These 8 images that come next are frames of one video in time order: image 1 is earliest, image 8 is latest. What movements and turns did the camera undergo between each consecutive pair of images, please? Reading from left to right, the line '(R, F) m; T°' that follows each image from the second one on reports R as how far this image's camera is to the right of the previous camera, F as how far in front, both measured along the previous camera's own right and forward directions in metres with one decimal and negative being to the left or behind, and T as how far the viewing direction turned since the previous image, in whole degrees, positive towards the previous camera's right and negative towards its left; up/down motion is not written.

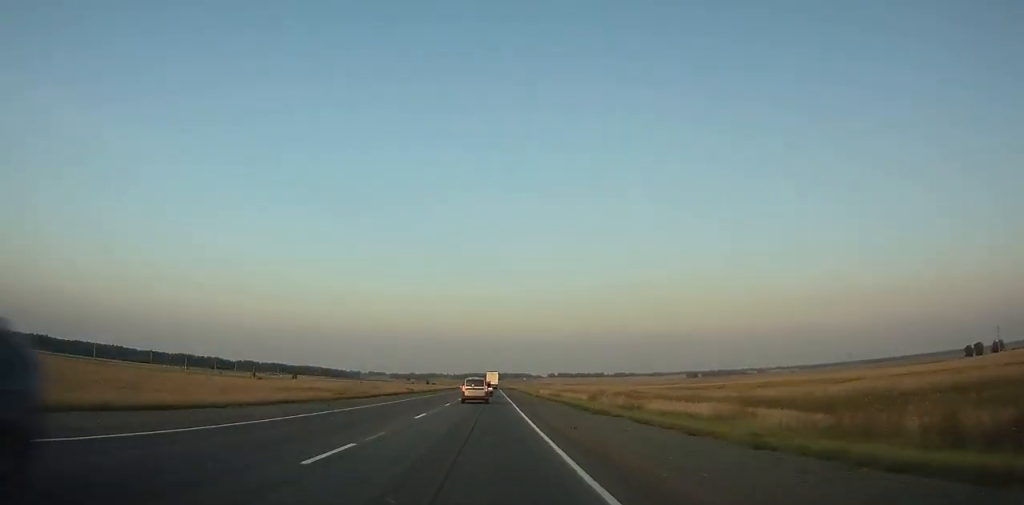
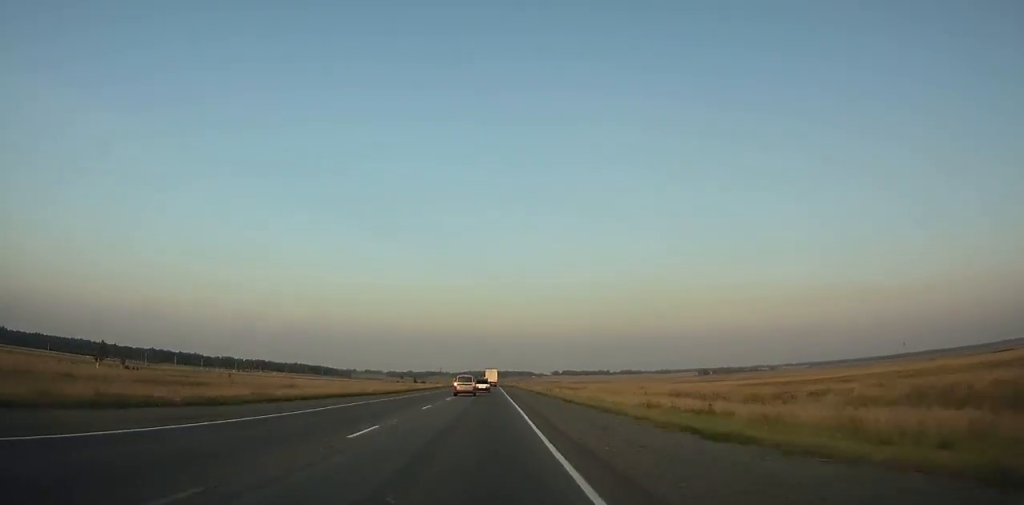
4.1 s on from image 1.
(0.0, +93.2) m; 0°
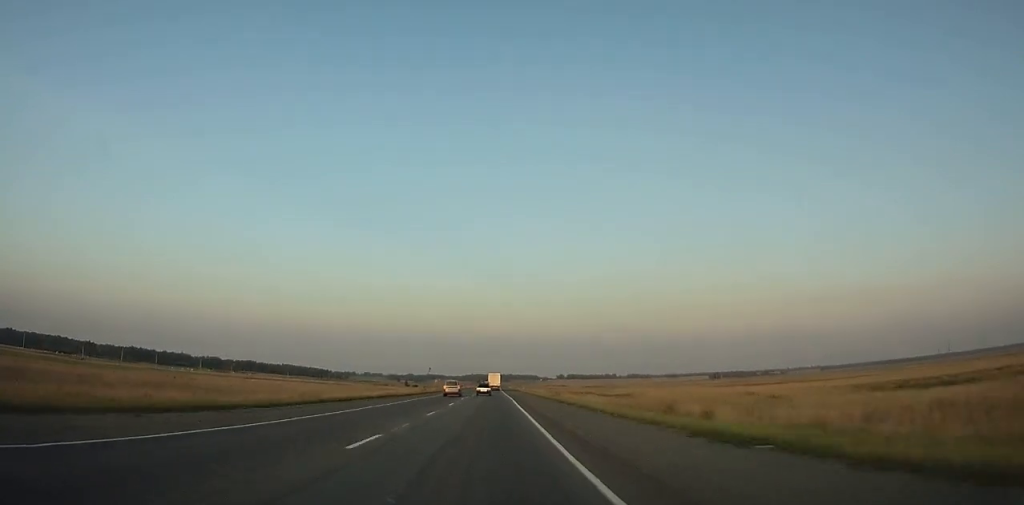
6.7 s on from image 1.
(0.0, +60.2) m; 0°
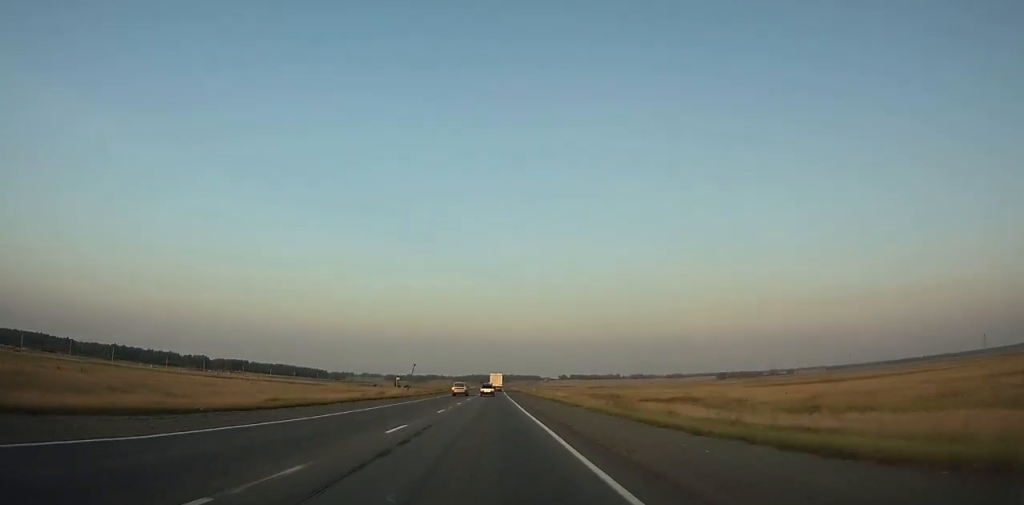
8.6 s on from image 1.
(0.0, +44.9) m; 0°
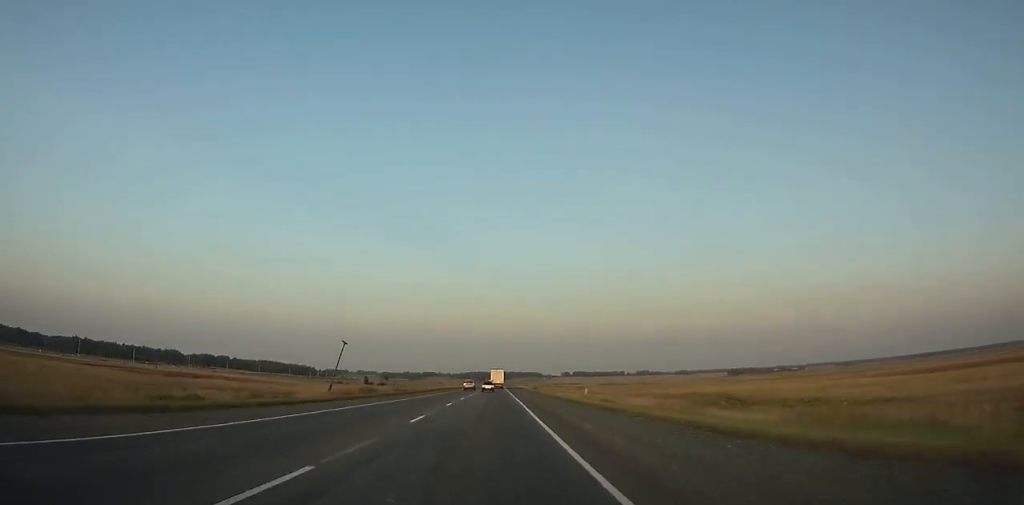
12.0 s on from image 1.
(0.0, +81.9) m; 0°
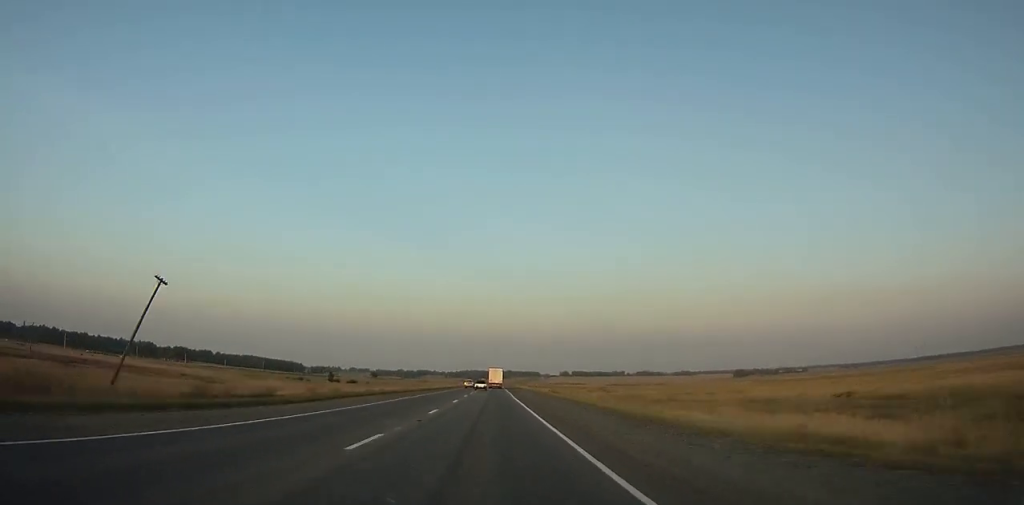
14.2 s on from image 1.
(-0.1, +54.4) m; 0°
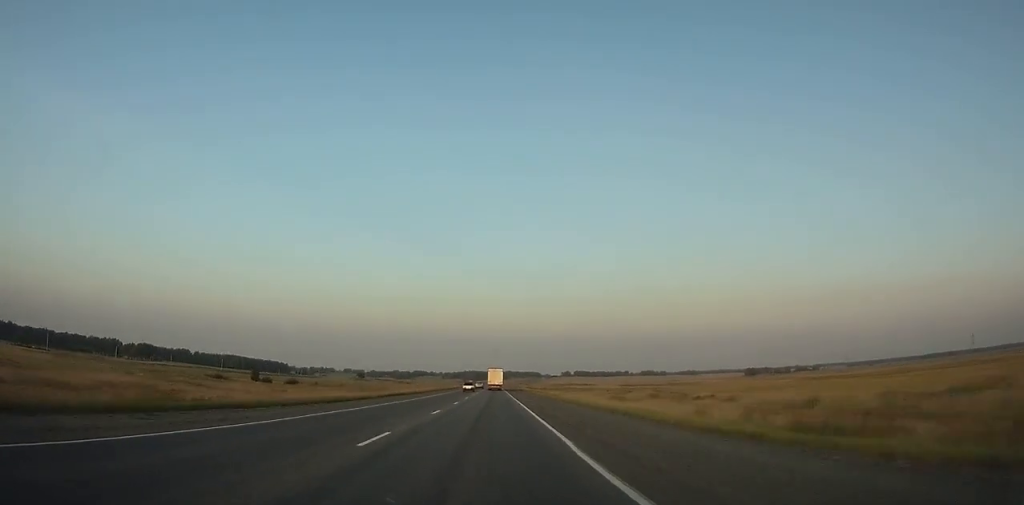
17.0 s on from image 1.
(+0.1, +70.4) m; 0°
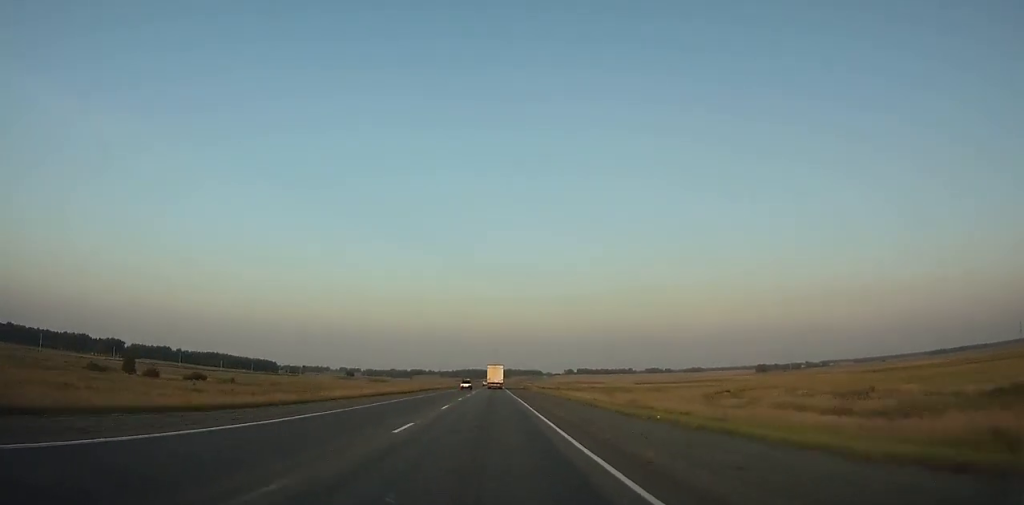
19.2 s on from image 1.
(+0.1, +56.1) m; 0°
